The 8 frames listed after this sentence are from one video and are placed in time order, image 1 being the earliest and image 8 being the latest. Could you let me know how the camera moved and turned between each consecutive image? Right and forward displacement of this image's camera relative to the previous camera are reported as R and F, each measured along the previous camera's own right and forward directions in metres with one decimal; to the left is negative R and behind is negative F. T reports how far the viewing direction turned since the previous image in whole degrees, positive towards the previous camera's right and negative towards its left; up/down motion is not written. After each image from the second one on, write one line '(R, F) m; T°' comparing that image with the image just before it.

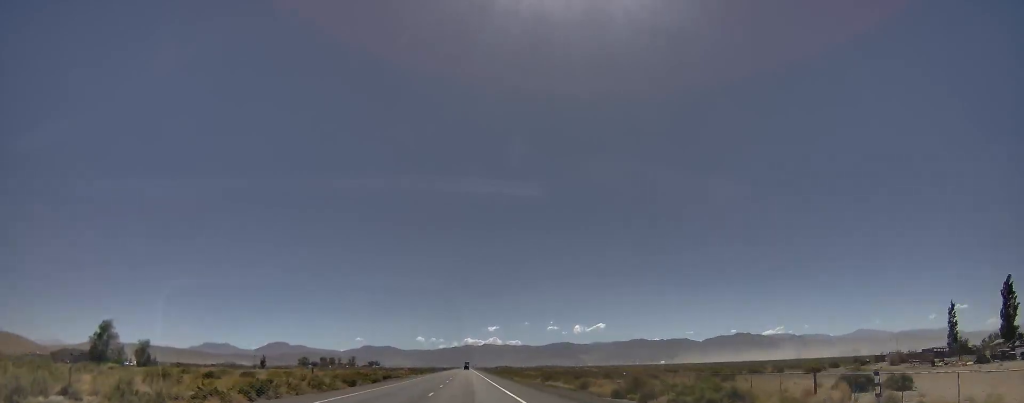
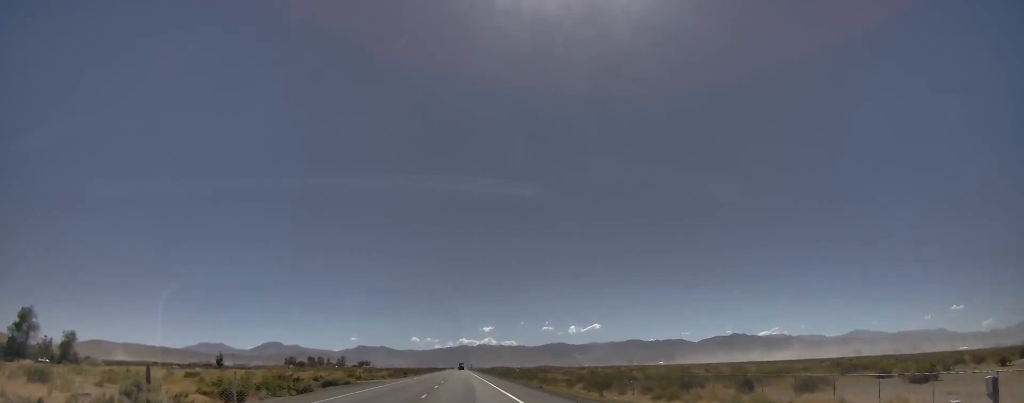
(-1.4, +39.0) m; -1°
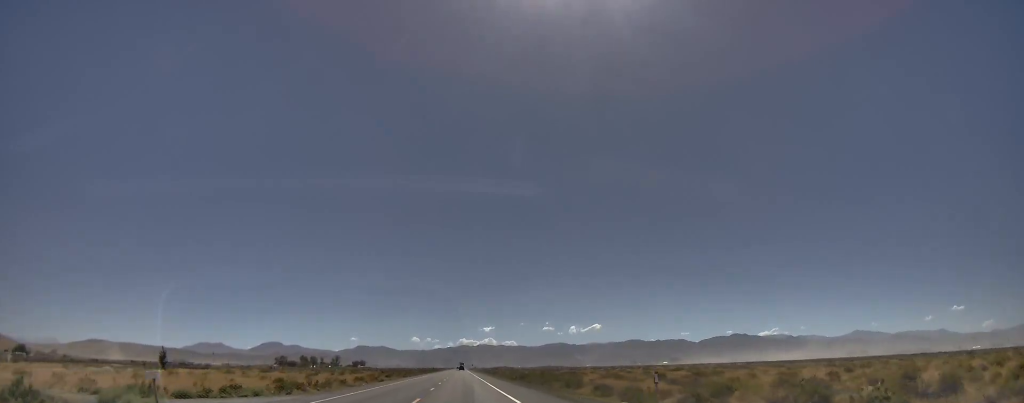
(+1.8, +39.9) m; +3°
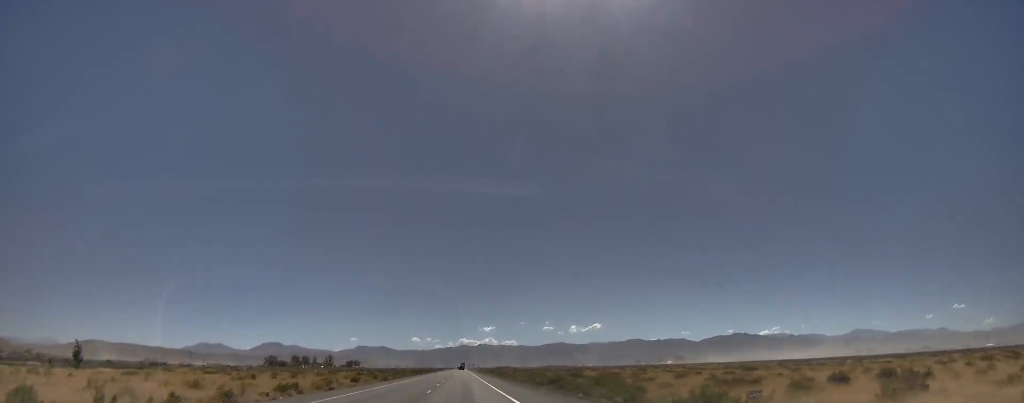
(+0.2, +39.7) m; -1°
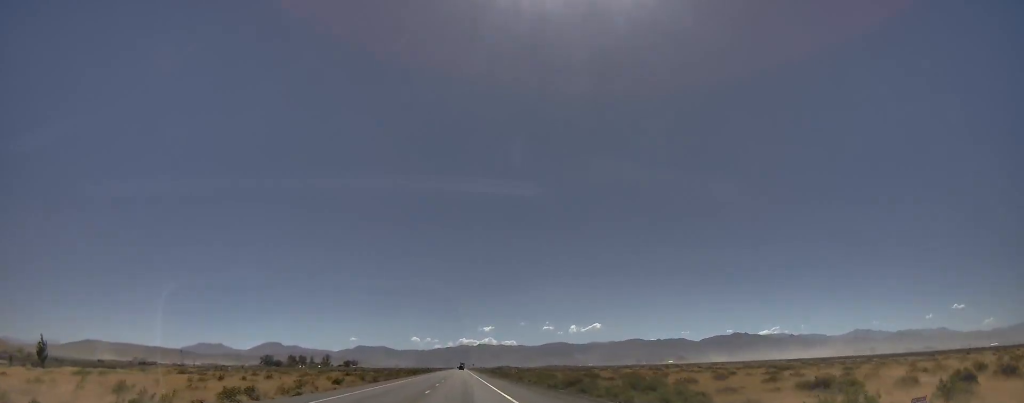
(-0.2, +12.7) m; 0°
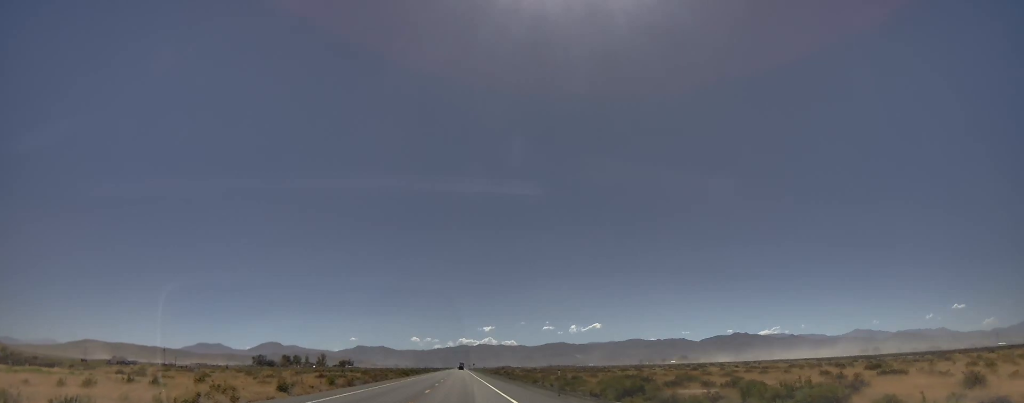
(0.0, +23.5) m; 0°
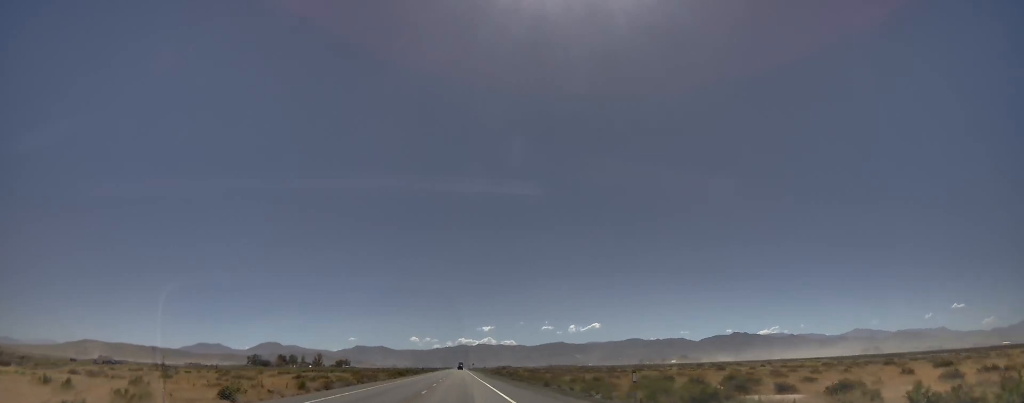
(+0.3, +13.6) m; 0°
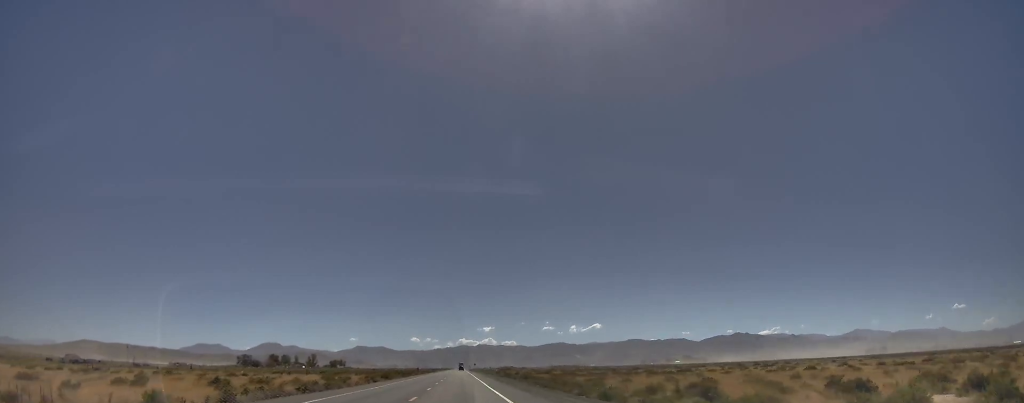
(-0.6, +30.8) m; 0°
